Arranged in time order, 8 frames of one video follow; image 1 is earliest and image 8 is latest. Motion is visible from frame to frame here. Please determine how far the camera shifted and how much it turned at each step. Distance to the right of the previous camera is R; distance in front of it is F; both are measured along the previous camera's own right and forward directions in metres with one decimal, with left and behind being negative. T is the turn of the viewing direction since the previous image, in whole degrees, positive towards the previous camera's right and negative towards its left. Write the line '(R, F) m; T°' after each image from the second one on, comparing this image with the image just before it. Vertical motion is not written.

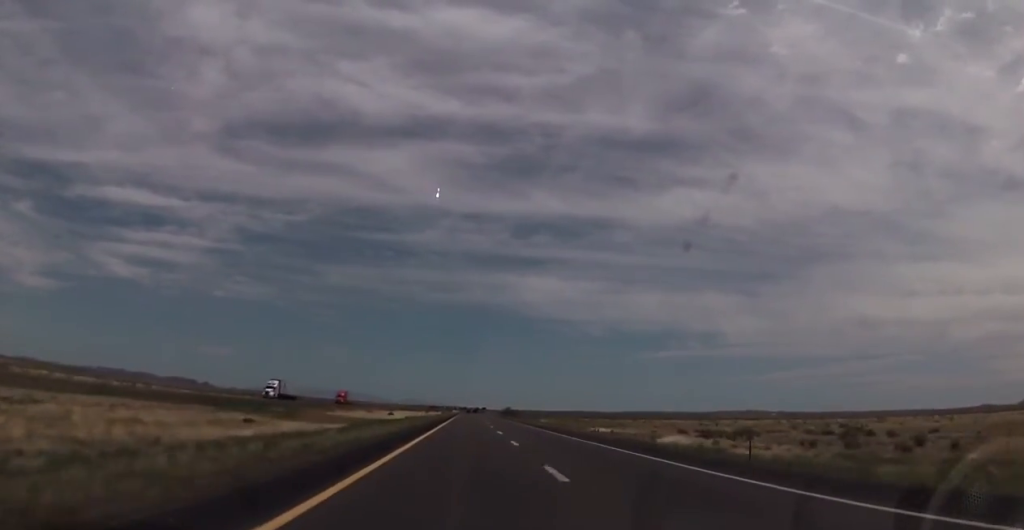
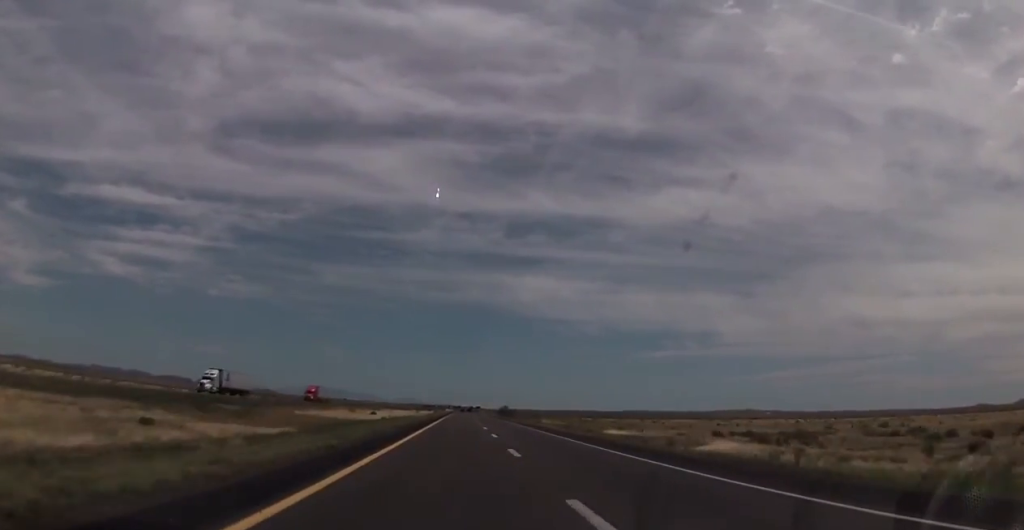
(0.0, +18.1) m; 0°
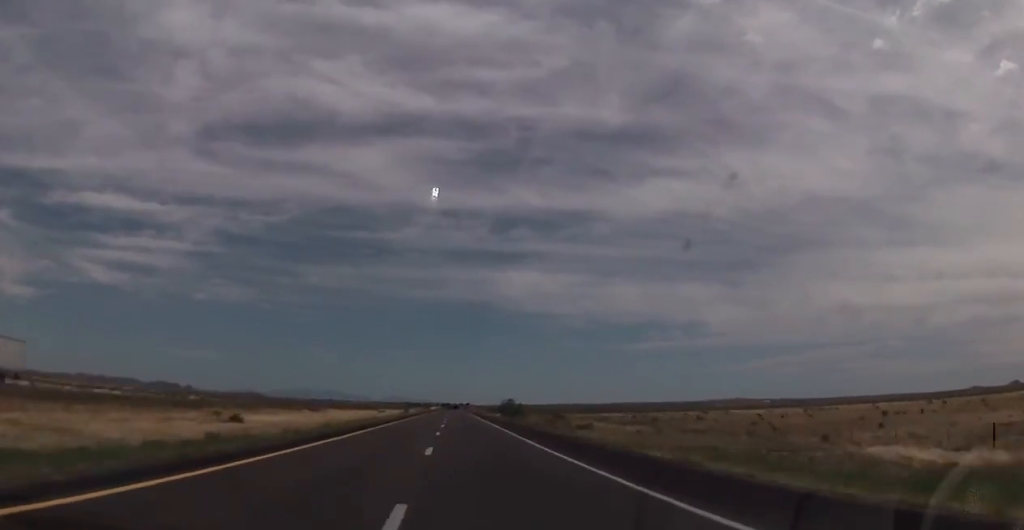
(+0.8, +74.7) m; +1°
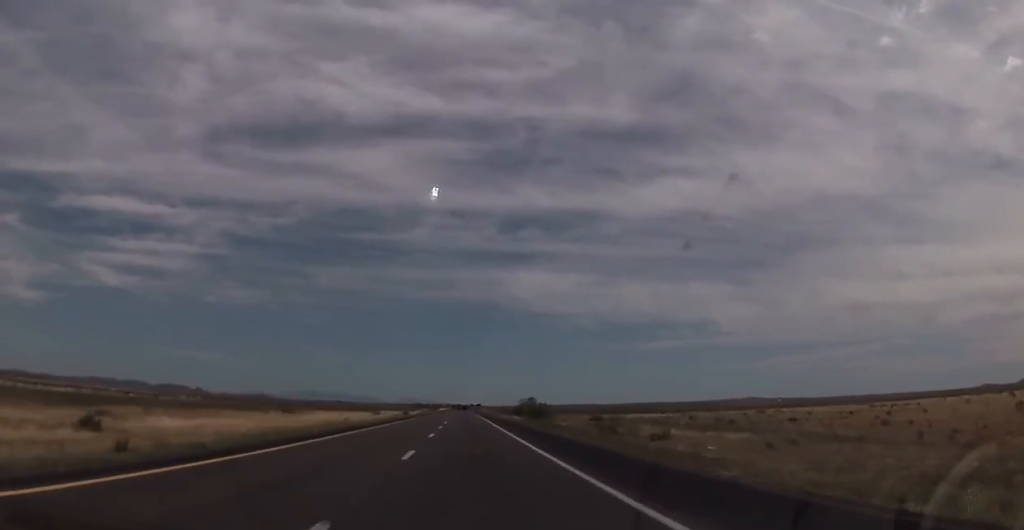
(-0.4, +26.5) m; 0°
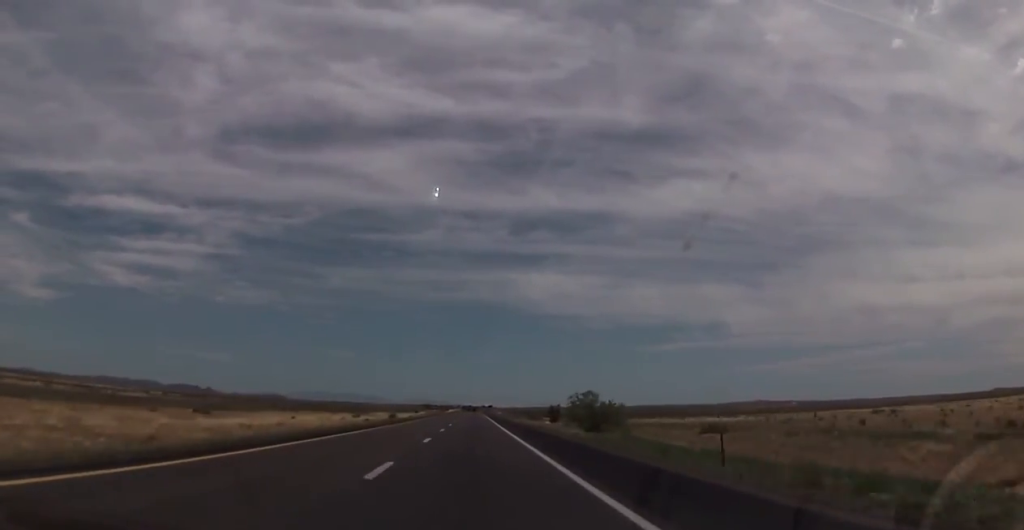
(+0.5, +41.2) m; 0°
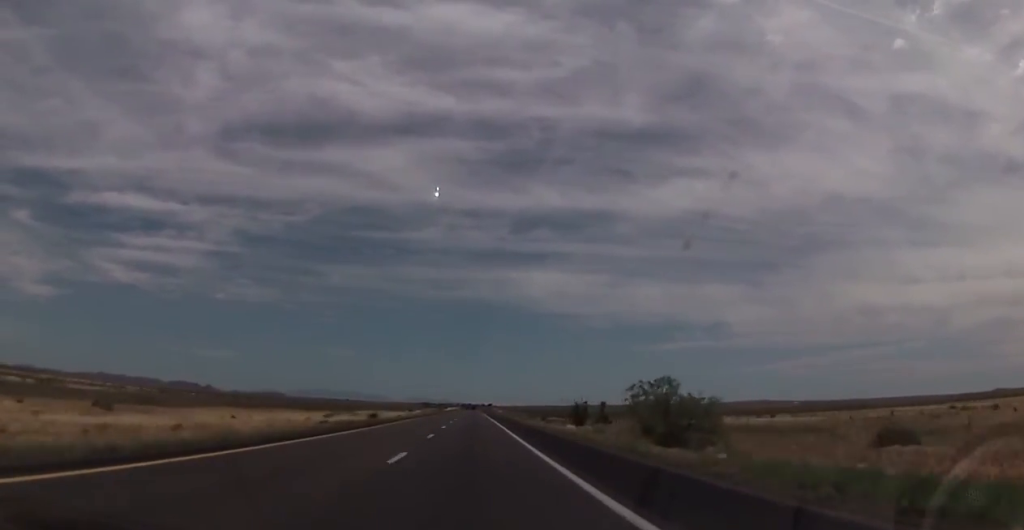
(-0.2, +21.8) m; -1°
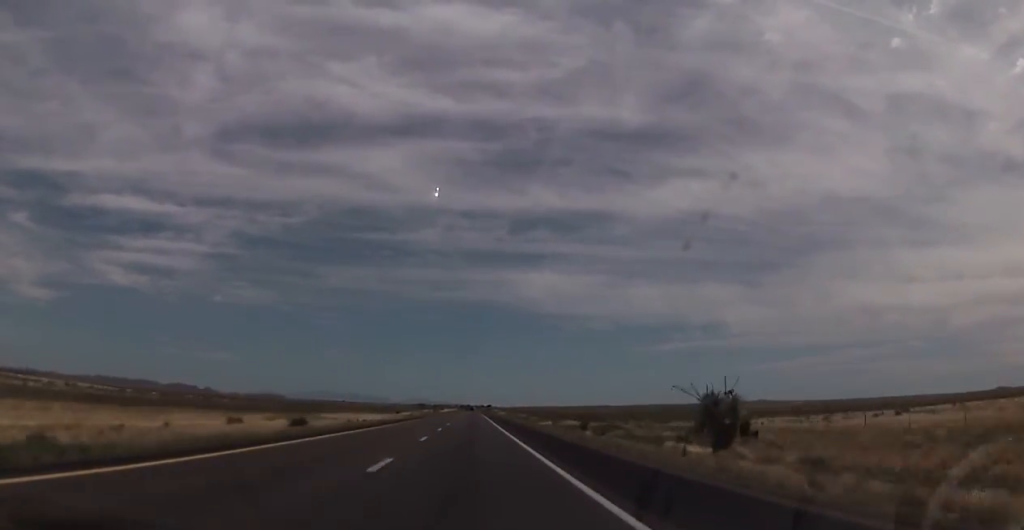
(-0.6, +38.9) m; 0°
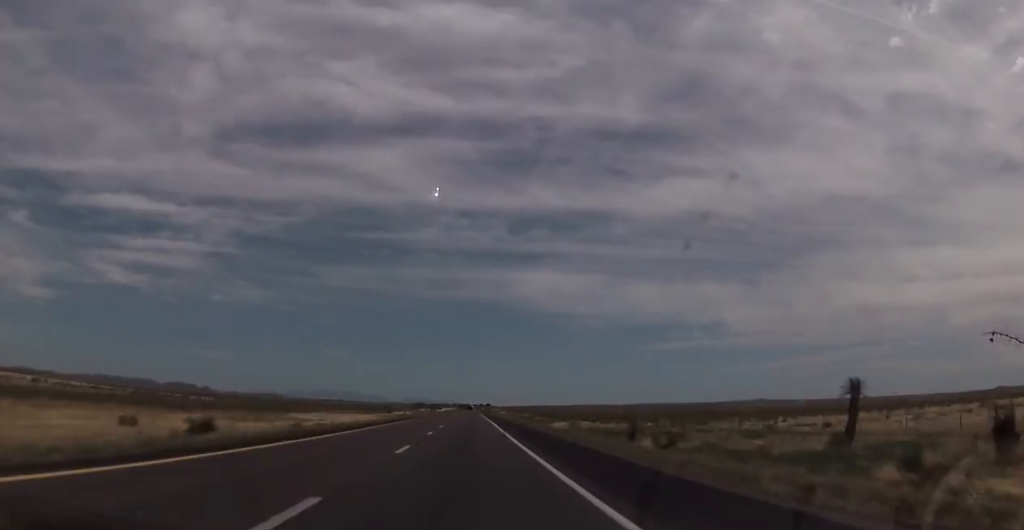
(+0.1, +19.4) m; 0°
